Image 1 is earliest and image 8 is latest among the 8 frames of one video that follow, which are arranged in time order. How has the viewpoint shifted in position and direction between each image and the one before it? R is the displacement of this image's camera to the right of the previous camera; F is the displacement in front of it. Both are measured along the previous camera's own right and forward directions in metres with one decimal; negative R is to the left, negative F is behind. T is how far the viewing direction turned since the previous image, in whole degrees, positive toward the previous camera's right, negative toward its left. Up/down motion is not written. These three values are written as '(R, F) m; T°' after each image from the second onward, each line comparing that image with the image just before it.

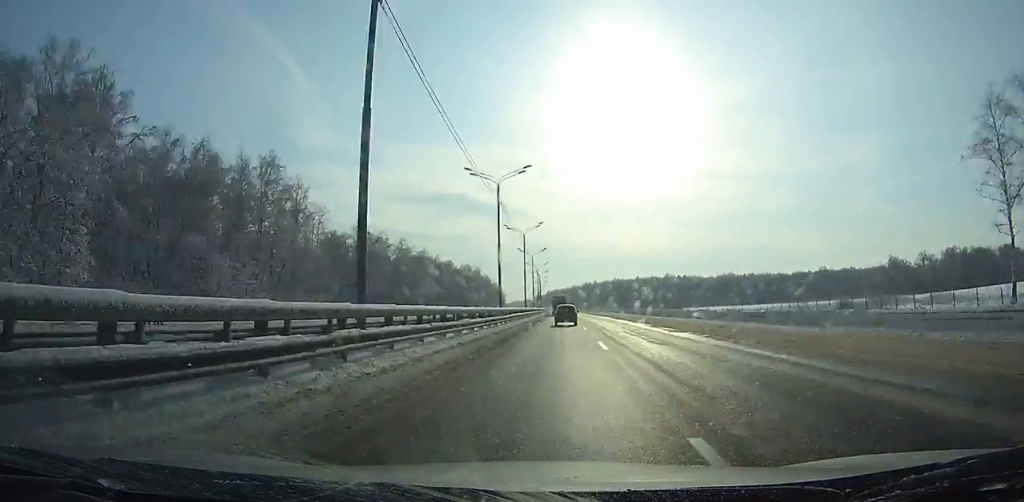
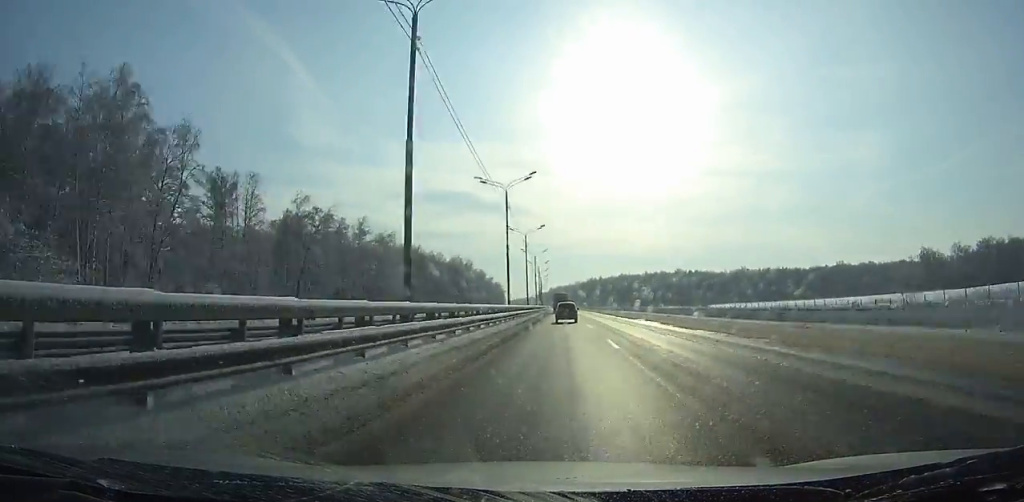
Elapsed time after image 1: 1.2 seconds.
(-0.2, +32.8) m; 0°
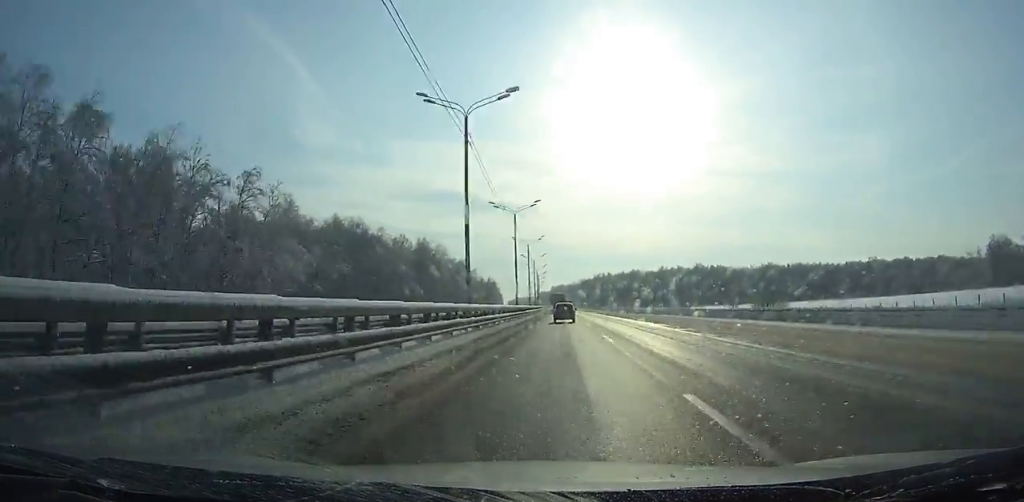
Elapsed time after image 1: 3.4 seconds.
(-0.2, +60.8) m; 0°
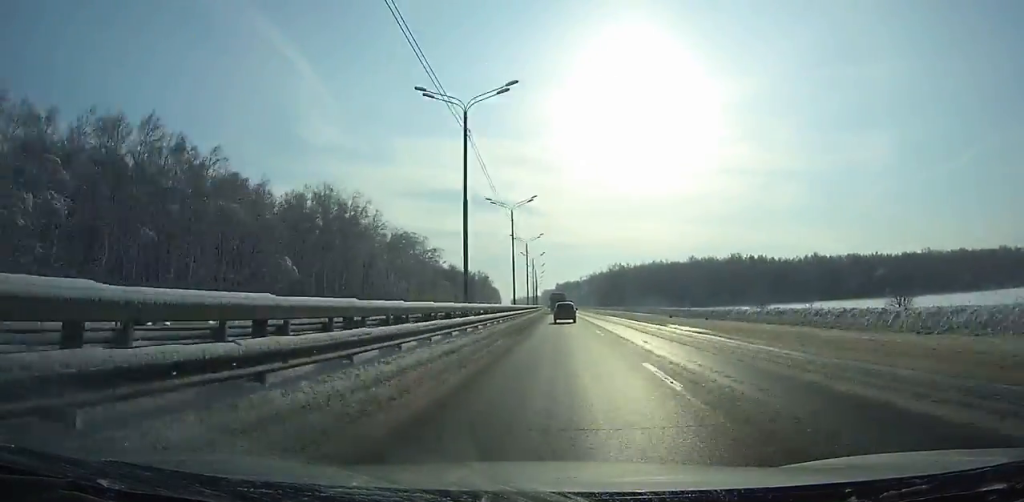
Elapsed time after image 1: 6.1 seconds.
(-0.4, +74.8) m; -1°
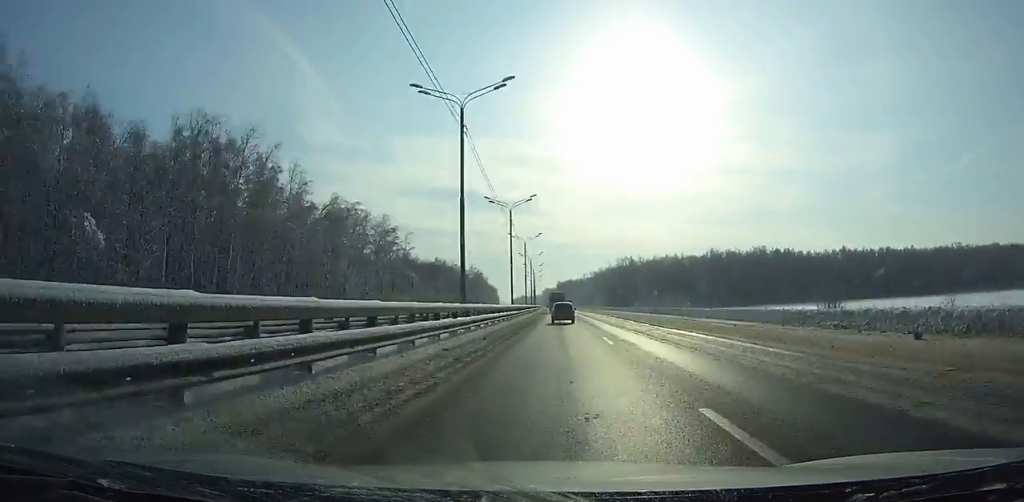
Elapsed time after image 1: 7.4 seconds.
(0.0, +36.1) m; 0°
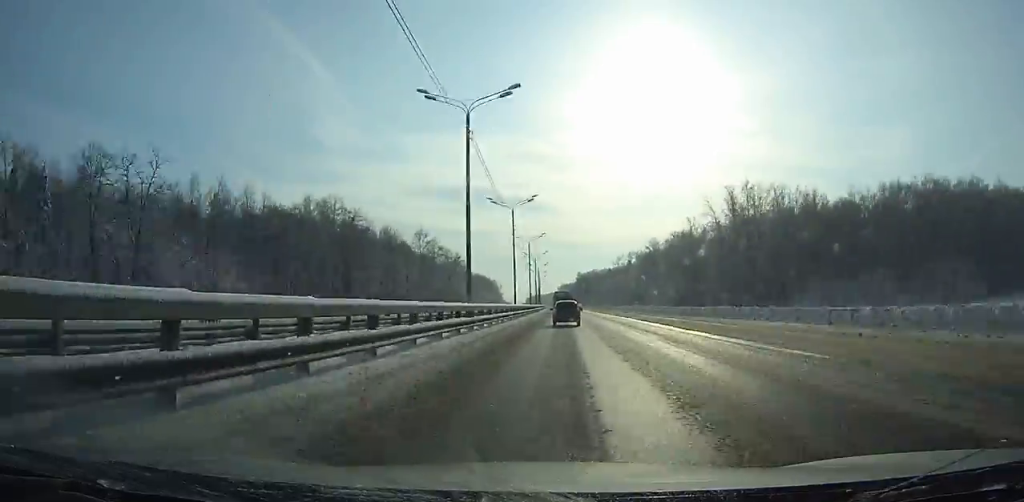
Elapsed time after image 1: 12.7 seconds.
(-2.3, +145.2) m; -1°
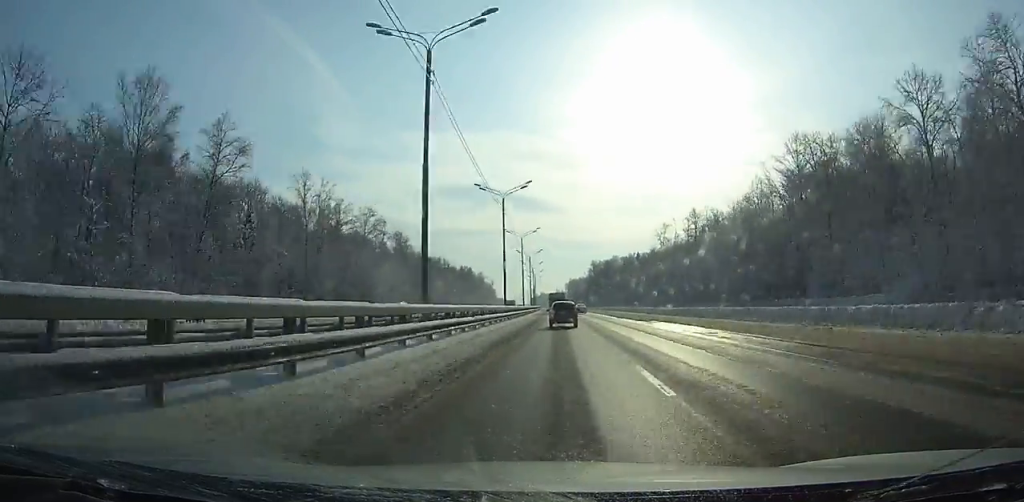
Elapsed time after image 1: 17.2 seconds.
(-0.8, +119.3) m; -1°
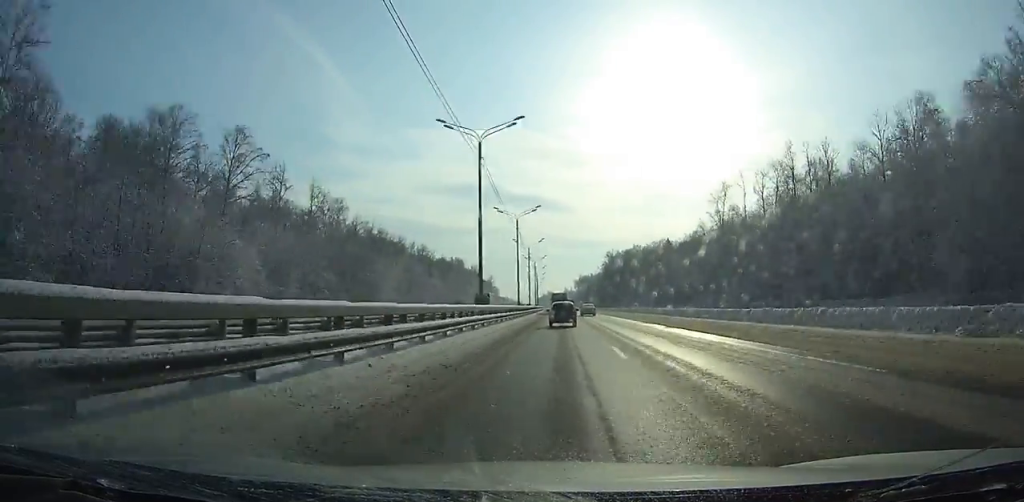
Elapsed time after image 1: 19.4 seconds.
(-0.3, +57.1) m; -1°
